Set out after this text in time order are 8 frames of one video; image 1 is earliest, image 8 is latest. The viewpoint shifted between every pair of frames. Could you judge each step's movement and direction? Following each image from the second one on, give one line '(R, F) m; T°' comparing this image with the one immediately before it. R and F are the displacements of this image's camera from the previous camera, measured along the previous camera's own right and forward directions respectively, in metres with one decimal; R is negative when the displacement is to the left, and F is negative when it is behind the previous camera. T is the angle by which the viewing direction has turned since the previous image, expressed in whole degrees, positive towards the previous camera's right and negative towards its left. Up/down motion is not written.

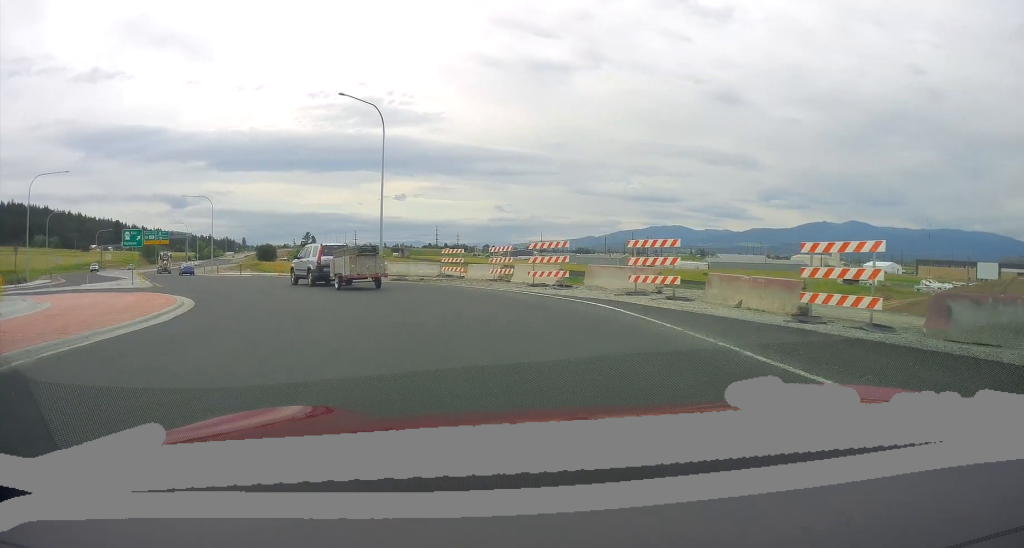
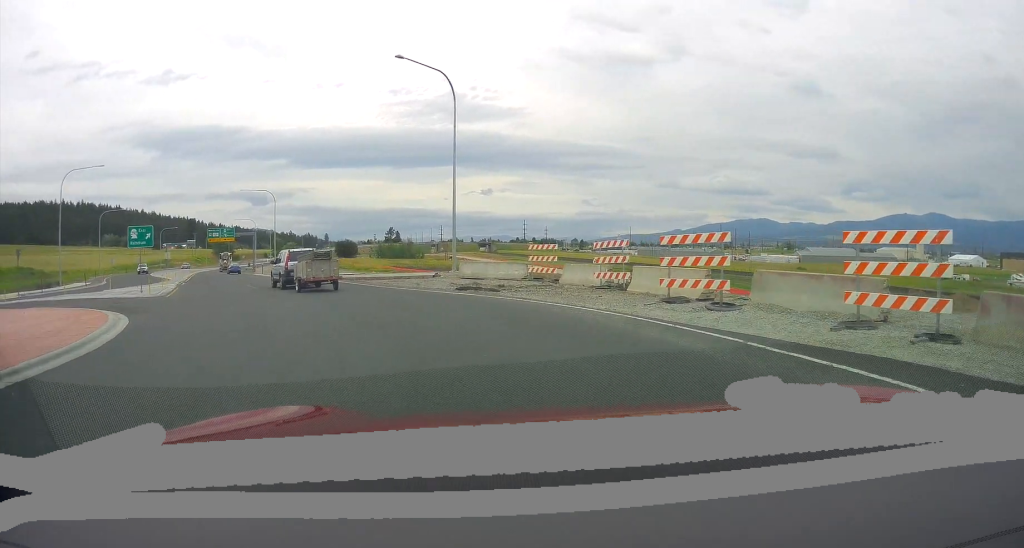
(-0.2, +8.5) m; -3°
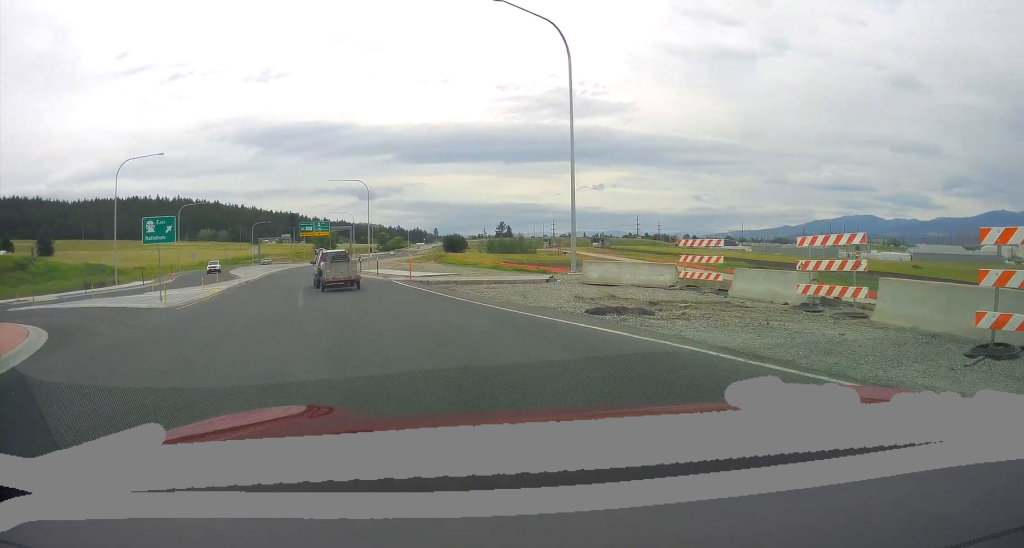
(0.0, +8.1) m; -5°
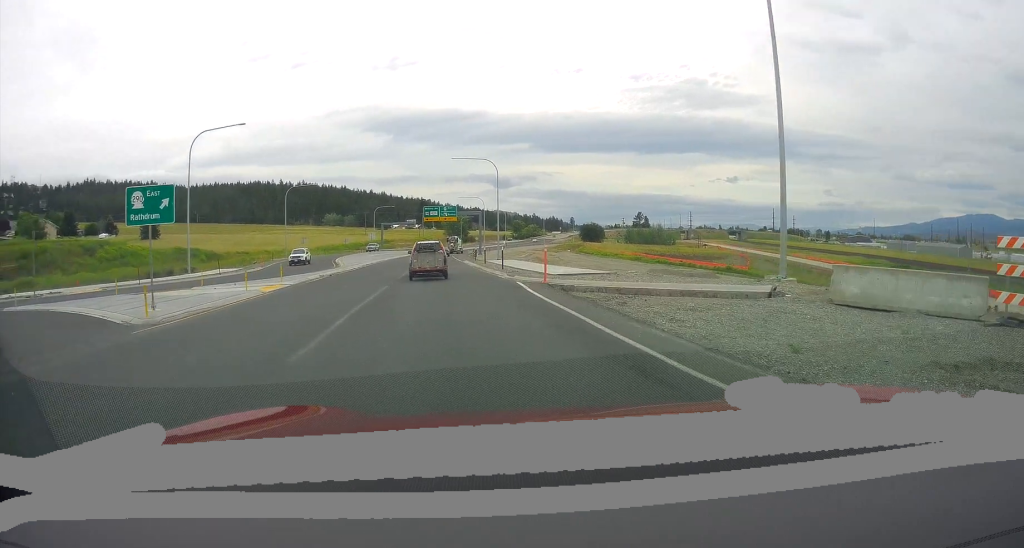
(-0.3, +9.1) m; -9°
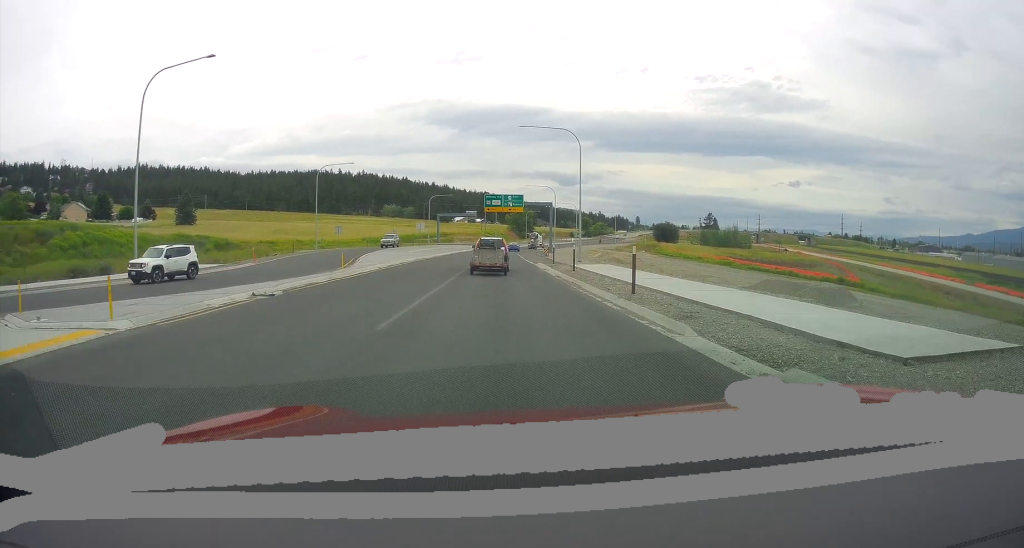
(-1.8, +17.5) m; -4°
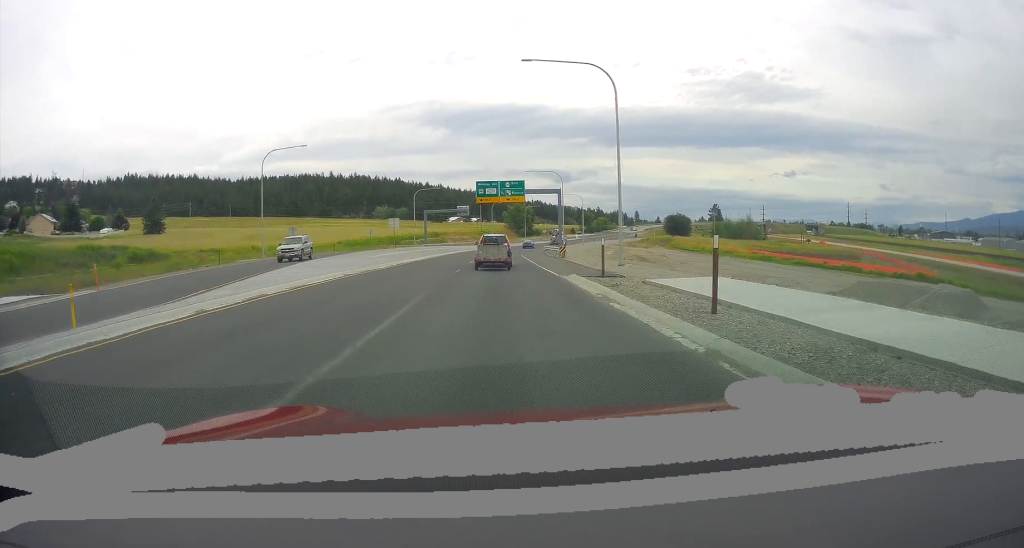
(+0.2, +20.1) m; -1°
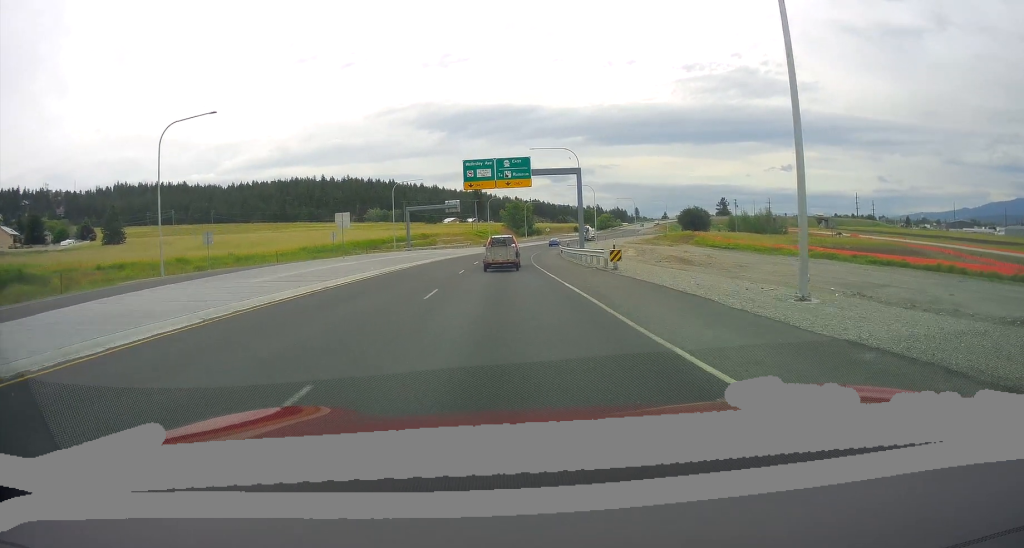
(-0.5, +23.0) m; 0°
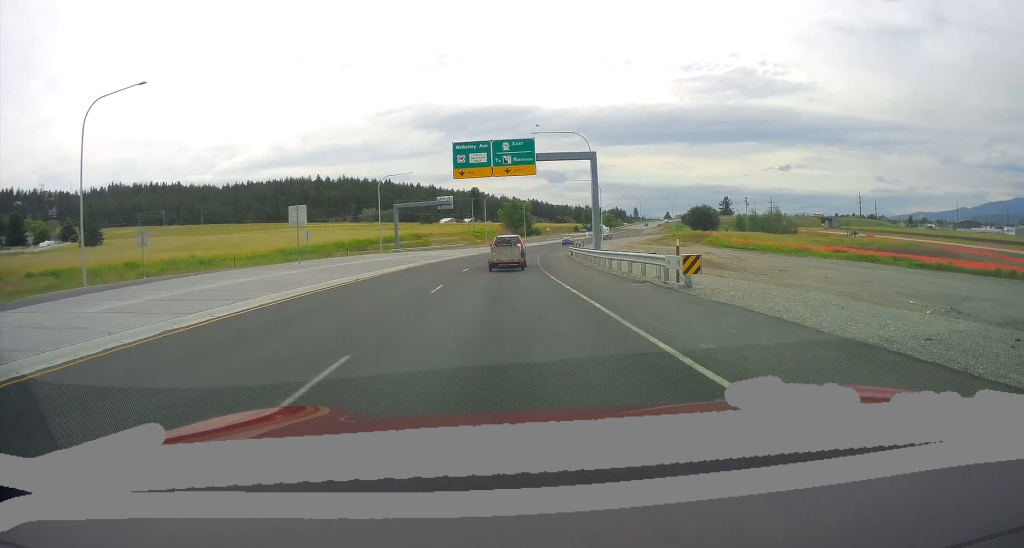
(+0.2, +10.6) m; 0°
